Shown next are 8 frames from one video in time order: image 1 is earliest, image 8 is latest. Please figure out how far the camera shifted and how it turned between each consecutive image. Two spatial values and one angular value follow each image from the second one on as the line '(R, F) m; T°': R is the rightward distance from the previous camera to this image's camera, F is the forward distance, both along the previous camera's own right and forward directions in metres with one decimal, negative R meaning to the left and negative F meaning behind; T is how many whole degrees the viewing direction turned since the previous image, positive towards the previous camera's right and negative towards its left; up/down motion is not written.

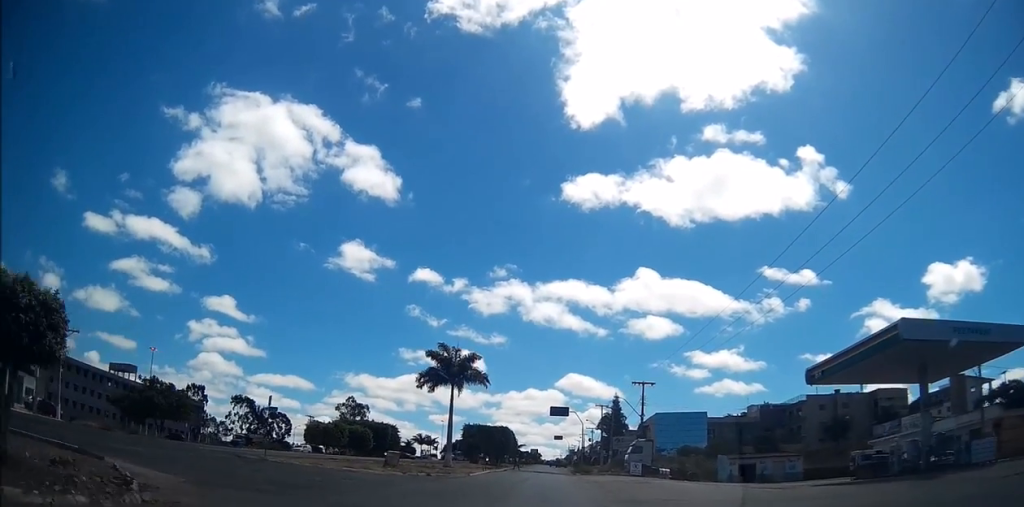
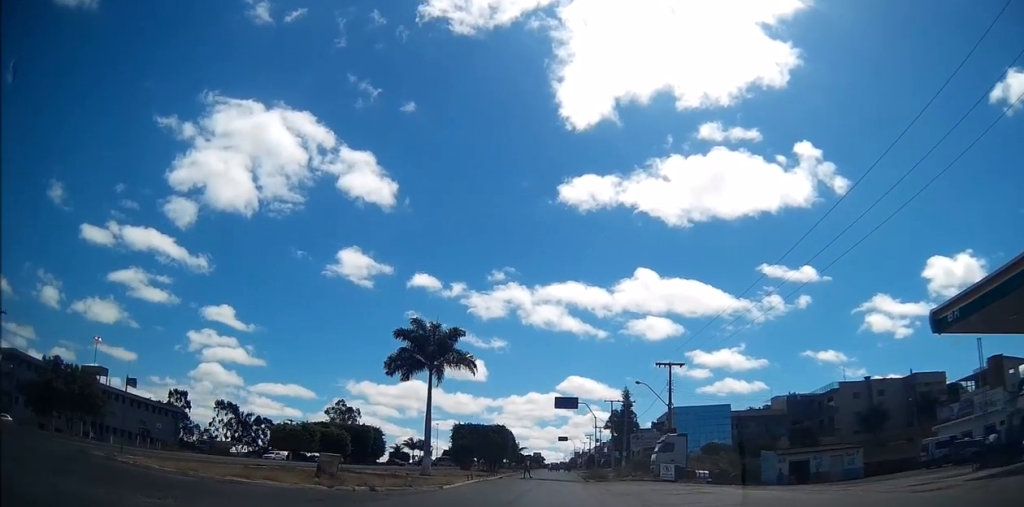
(-0.2, +12.8) m; 0°
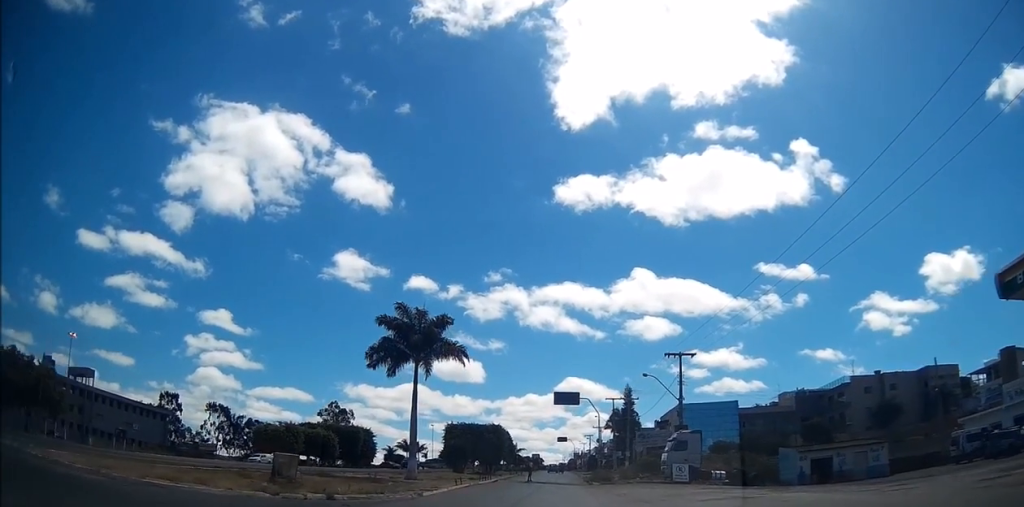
(0.0, +4.8) m; 0°
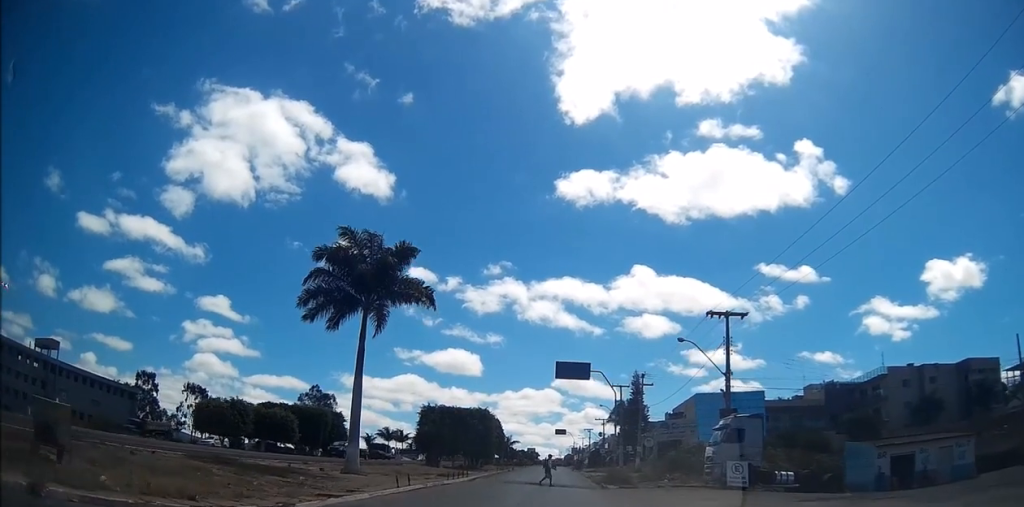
(+0.2, +13.0) m; +1°
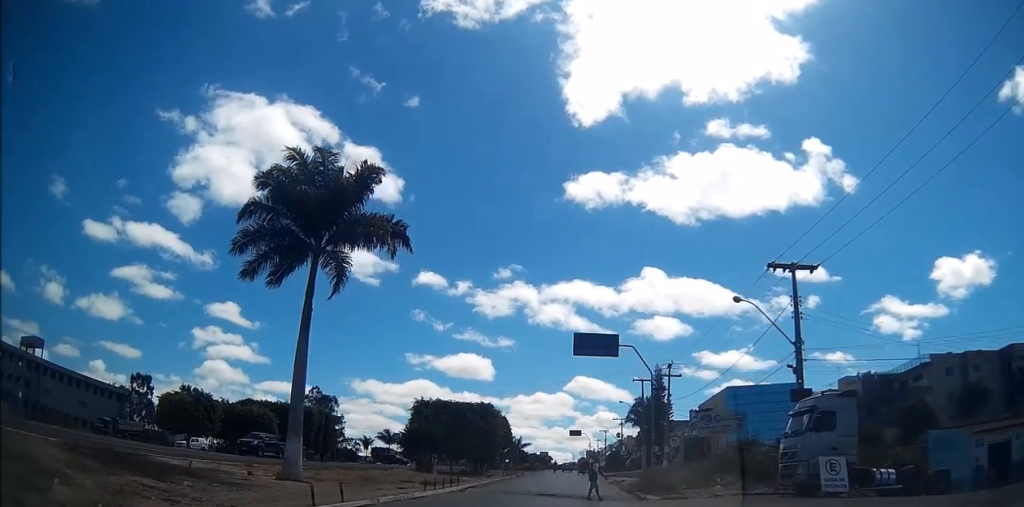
(0.0, +8.8) m; -1°
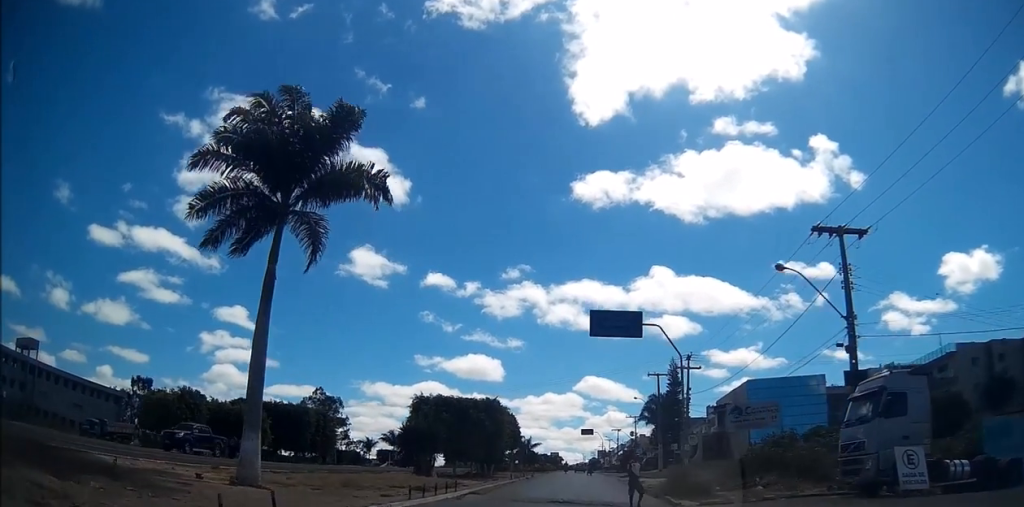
(0.0, +4.3) m; -1°
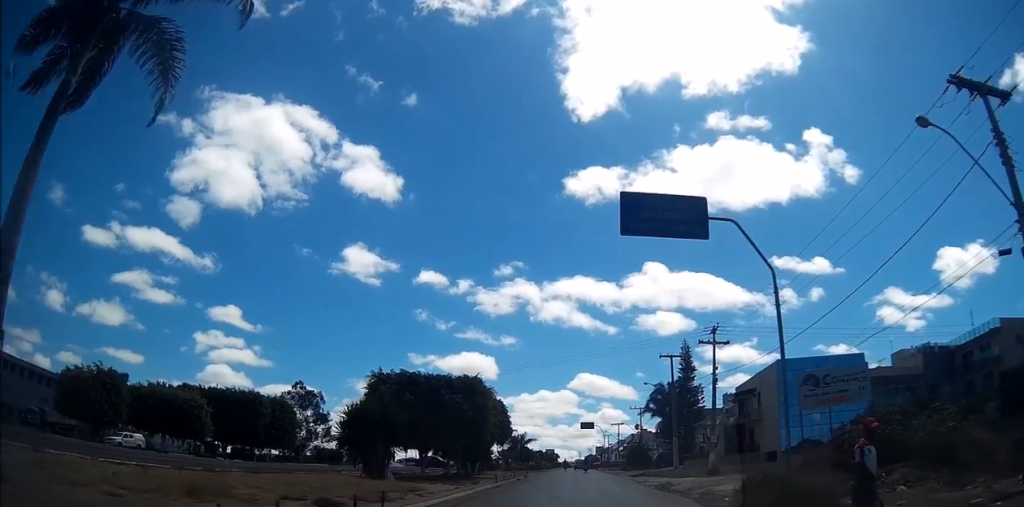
(-0.2, +11.6) m; -1°
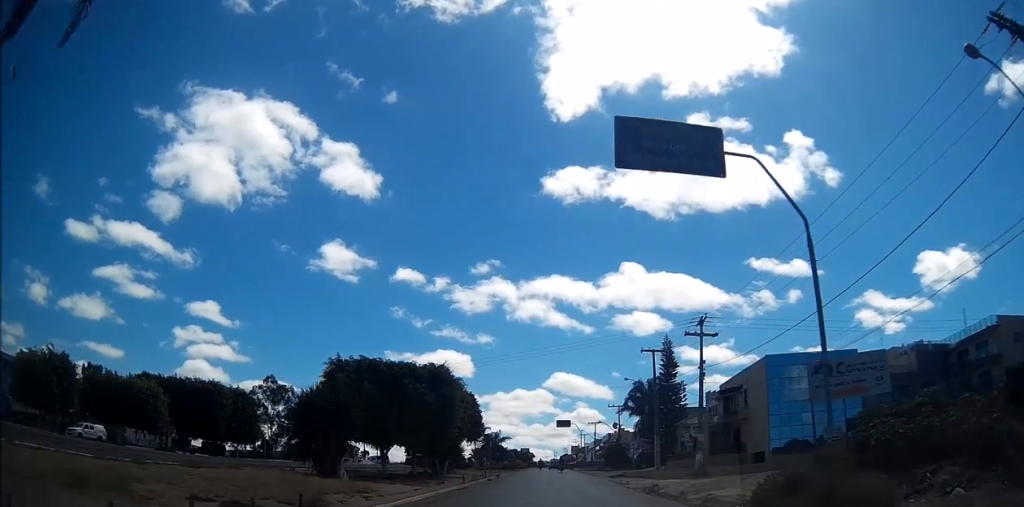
(0.0, +4.2) m; 0°
